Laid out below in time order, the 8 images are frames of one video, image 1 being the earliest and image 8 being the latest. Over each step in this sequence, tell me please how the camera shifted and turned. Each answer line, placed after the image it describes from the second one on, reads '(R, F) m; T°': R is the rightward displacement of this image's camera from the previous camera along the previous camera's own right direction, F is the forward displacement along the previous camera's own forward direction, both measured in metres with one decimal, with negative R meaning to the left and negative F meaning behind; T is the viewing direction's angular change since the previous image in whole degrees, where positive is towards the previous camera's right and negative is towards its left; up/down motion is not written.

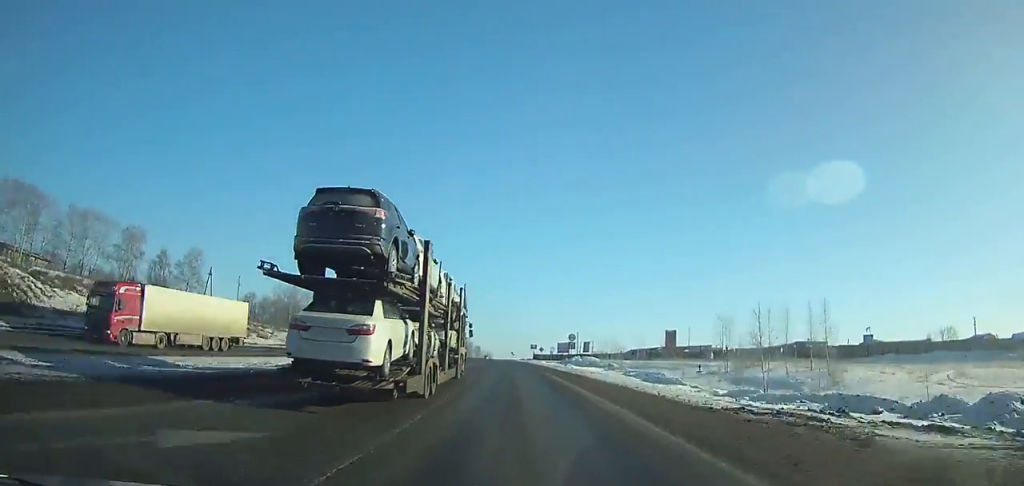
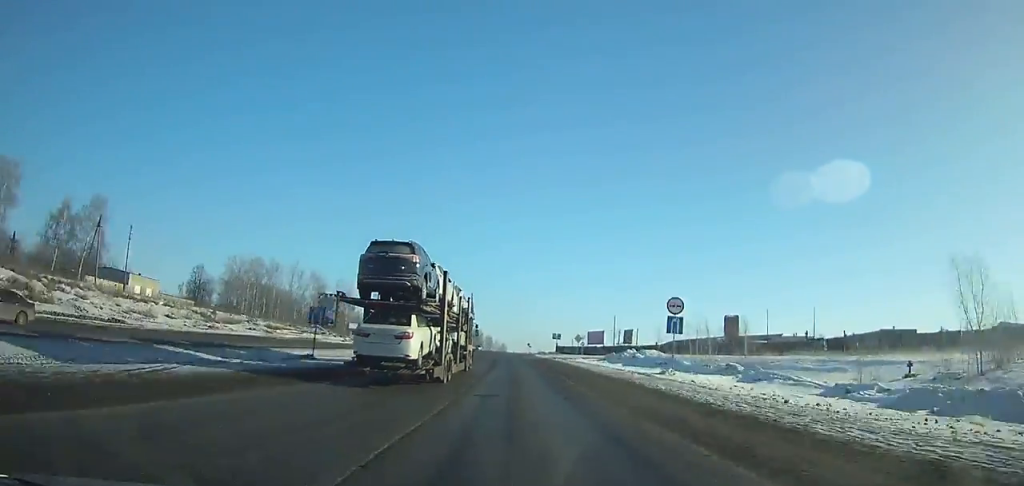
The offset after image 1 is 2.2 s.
(-0.5, +41.7) m; -1°
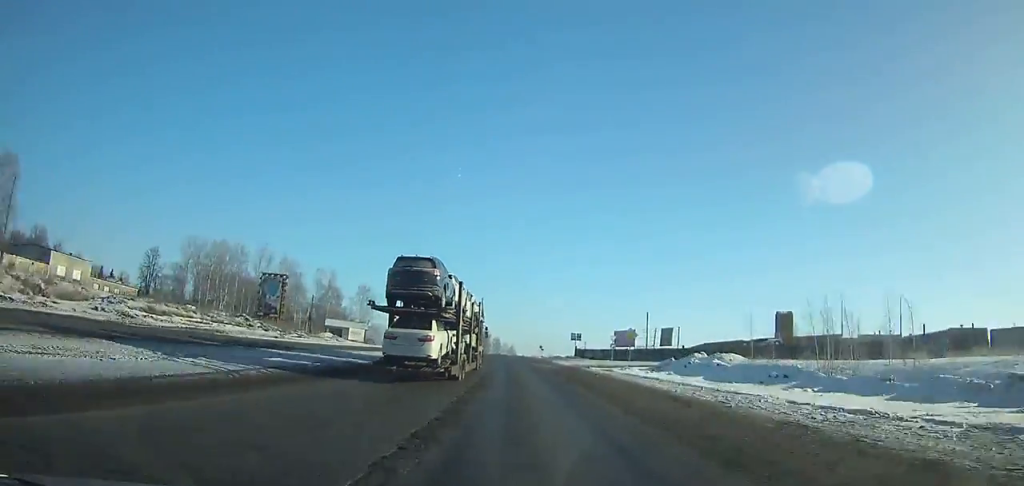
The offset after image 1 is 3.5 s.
(-0.2, +24.5) m; -1°
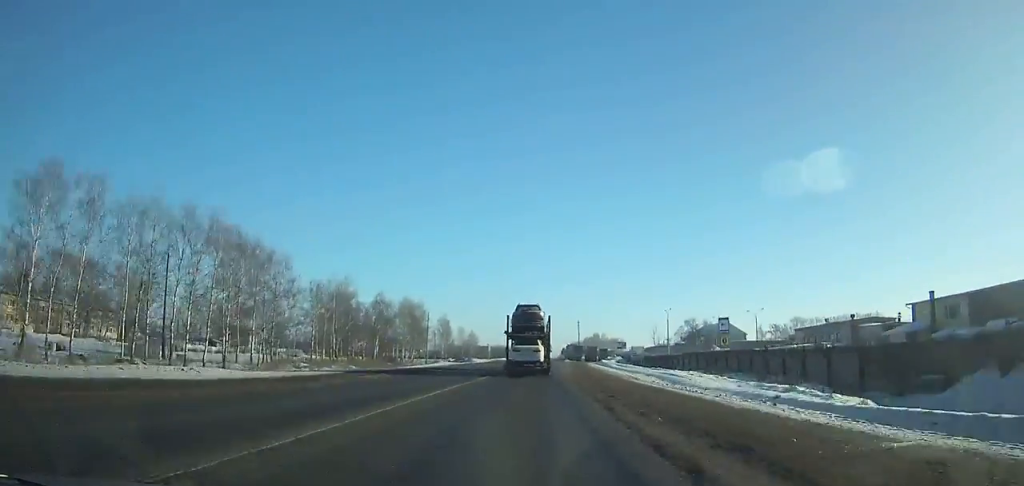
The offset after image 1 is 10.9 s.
(+3.3, +138.9) m; +5°
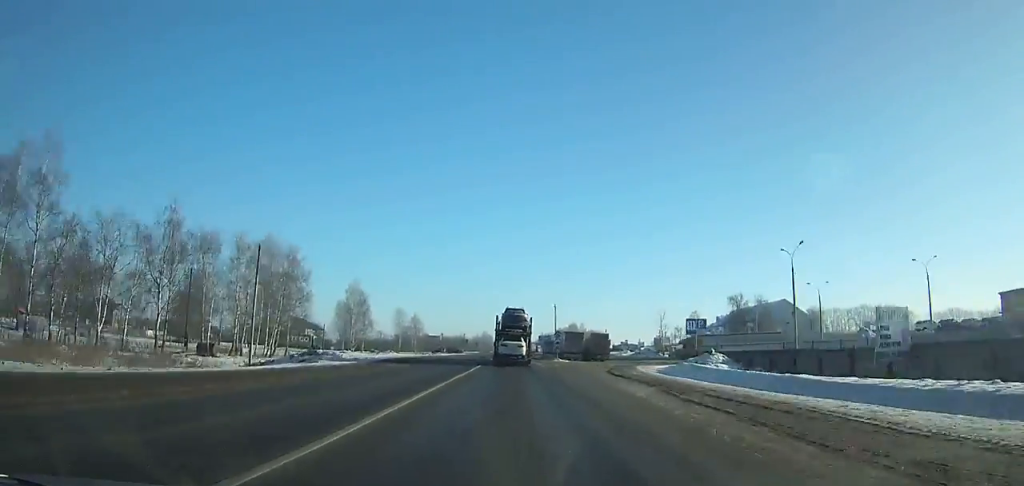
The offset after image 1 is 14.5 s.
(+2.0, +68.9) m; +2°
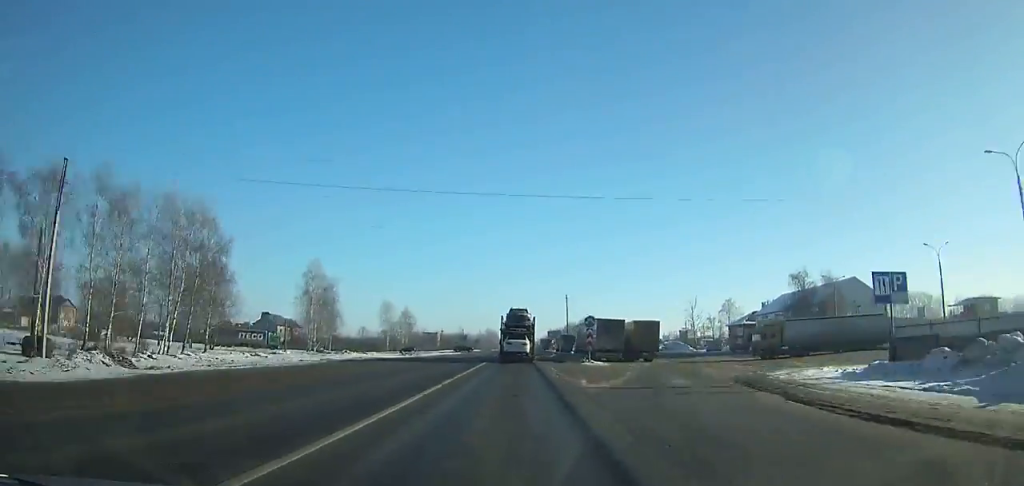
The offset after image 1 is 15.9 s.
(+0.1, +27.2) m; 0°
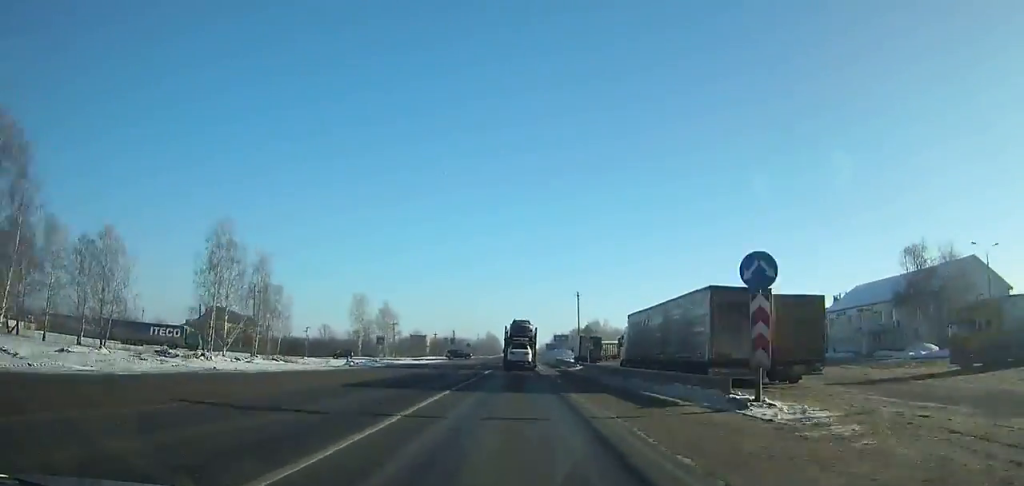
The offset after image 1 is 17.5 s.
(0.0, +31.6) m; 0°
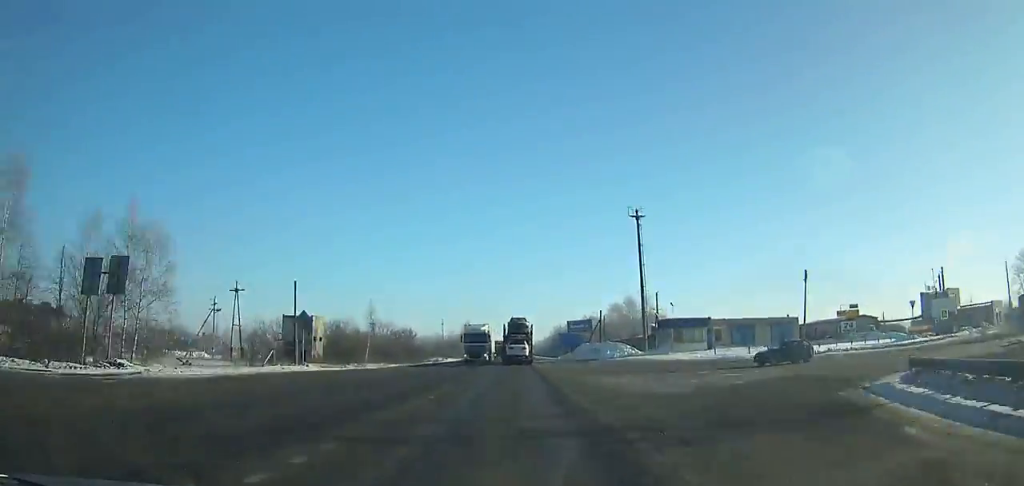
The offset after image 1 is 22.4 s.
(+0.6, +98.4) m; 0°
